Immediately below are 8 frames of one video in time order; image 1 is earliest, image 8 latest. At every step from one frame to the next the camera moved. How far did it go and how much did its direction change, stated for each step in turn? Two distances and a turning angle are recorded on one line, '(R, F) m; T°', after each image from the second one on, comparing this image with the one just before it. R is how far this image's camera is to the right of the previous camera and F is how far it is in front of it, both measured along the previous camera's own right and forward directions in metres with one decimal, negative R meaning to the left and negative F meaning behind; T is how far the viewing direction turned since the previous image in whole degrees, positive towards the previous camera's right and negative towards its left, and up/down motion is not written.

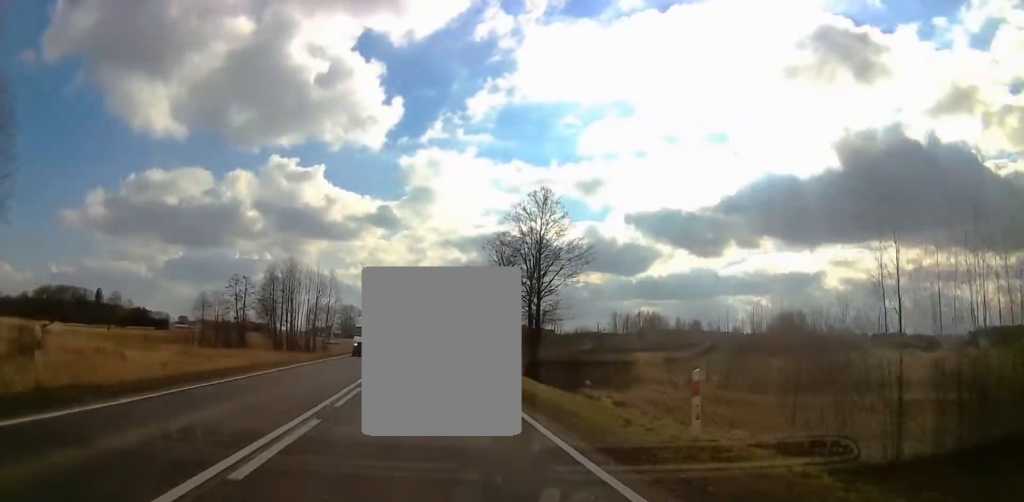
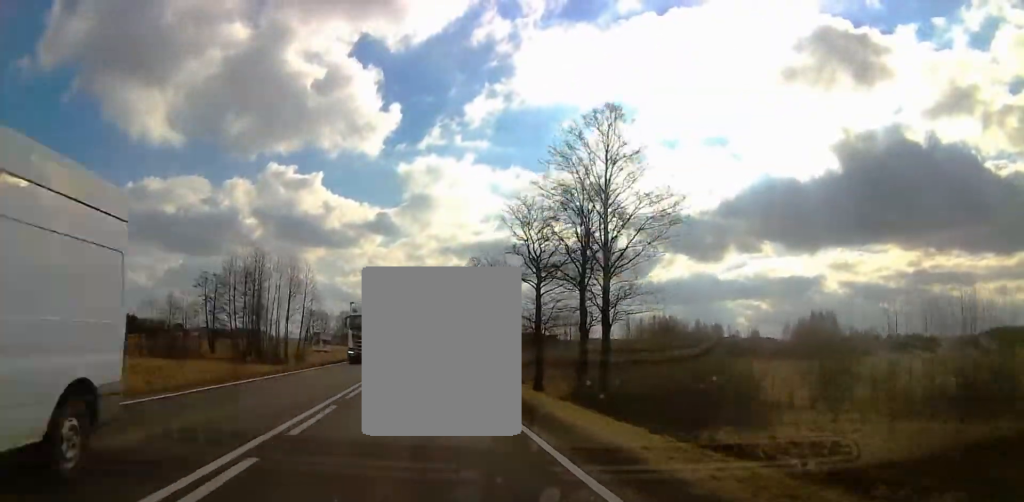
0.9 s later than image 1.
(+0.4, +20.6) m; +1°
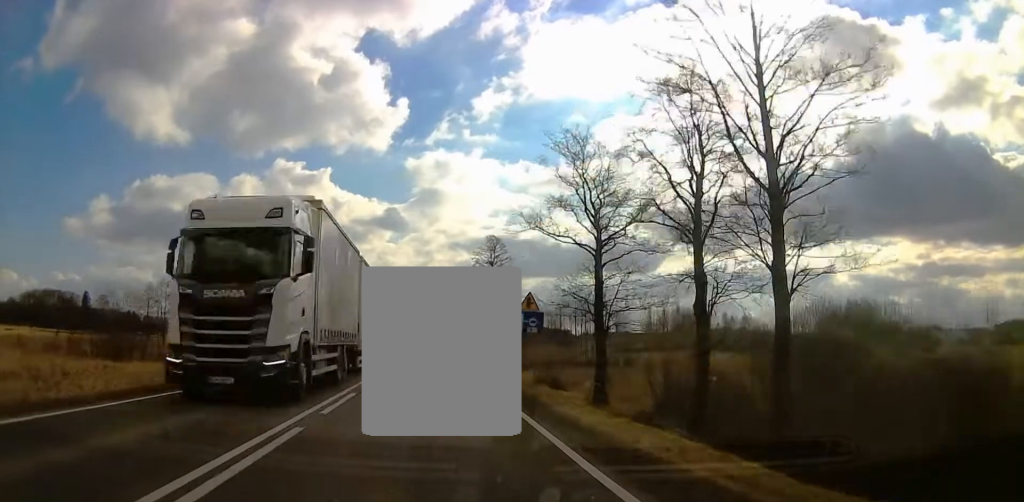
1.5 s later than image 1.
(+0.1, +15.1) m; -1°
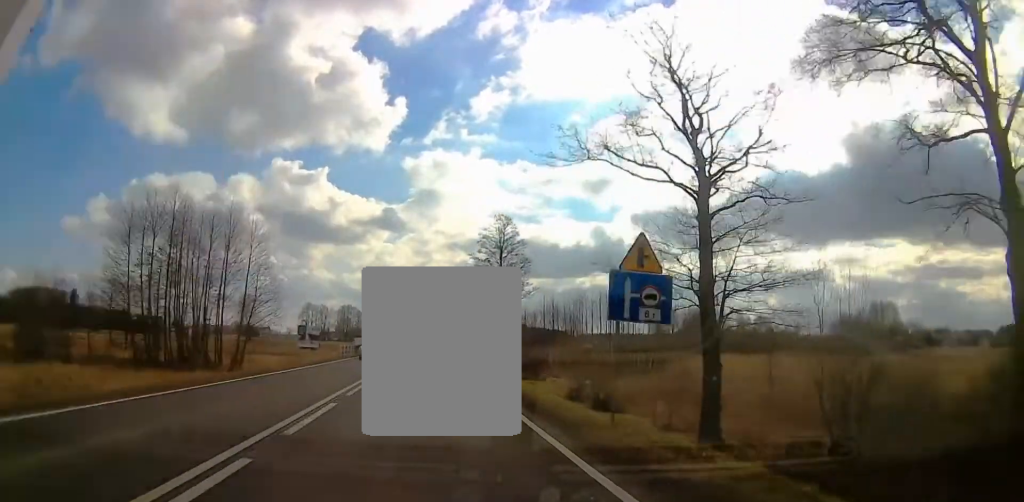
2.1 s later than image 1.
(-0.3, +14.1) m; -1°
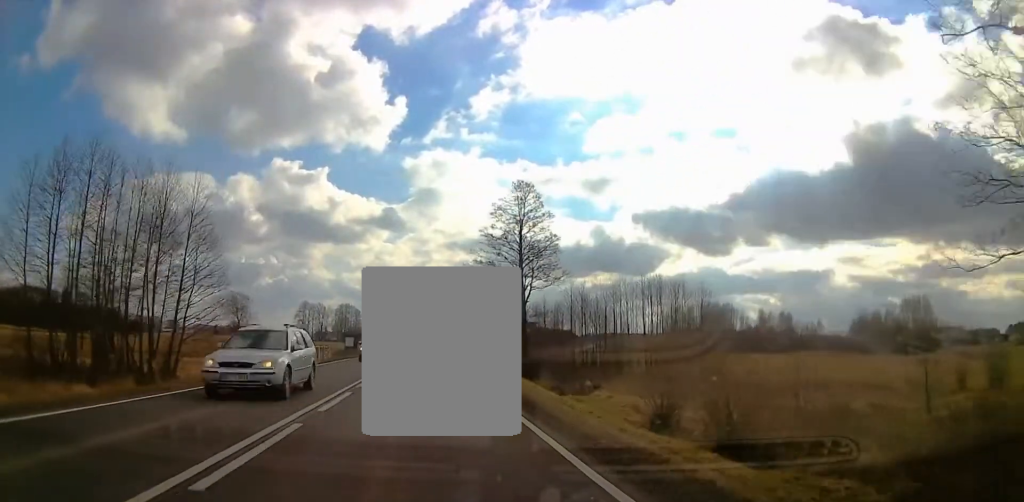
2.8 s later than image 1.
(-0.3, +15.1) m; -1°
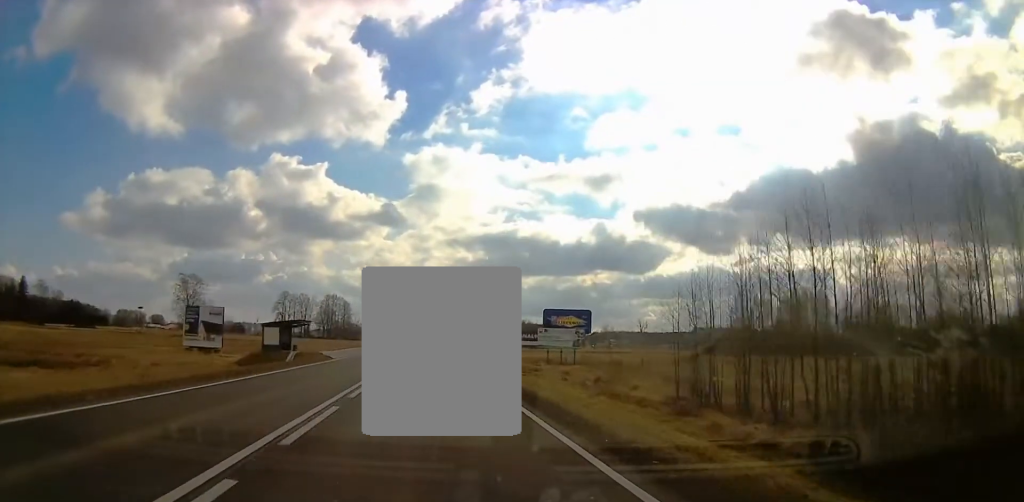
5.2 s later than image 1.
(+1.3, +57.0) m; +1°
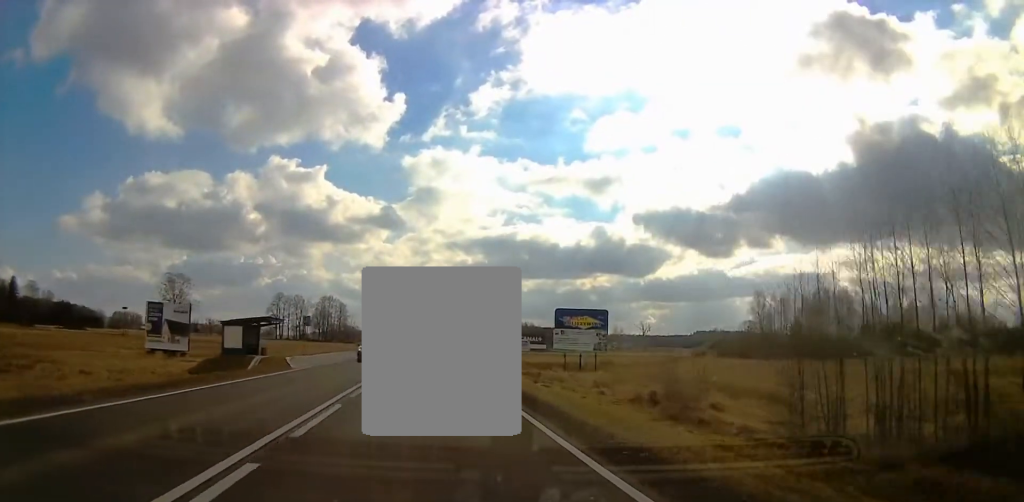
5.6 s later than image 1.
(-0.2, +11.4) m; -1°
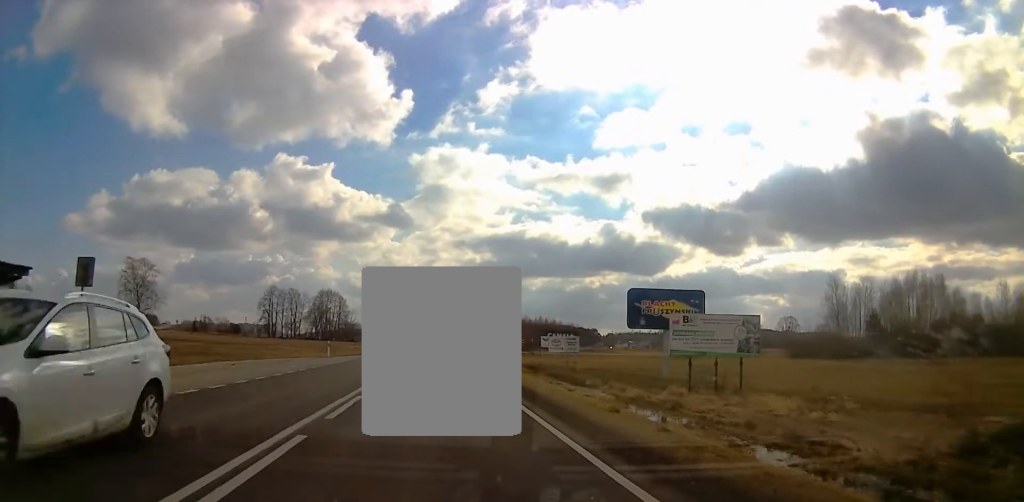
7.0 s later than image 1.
(+0.5, +33.7) m; +2°
